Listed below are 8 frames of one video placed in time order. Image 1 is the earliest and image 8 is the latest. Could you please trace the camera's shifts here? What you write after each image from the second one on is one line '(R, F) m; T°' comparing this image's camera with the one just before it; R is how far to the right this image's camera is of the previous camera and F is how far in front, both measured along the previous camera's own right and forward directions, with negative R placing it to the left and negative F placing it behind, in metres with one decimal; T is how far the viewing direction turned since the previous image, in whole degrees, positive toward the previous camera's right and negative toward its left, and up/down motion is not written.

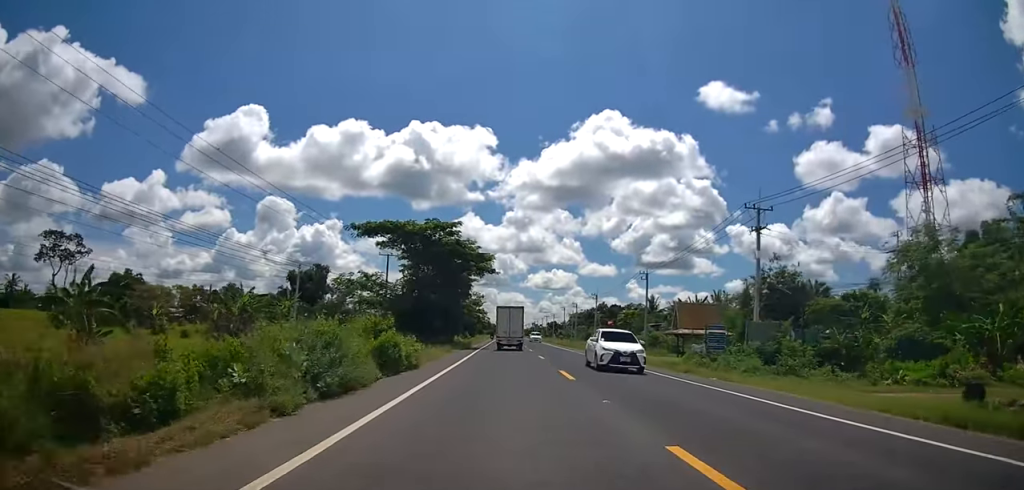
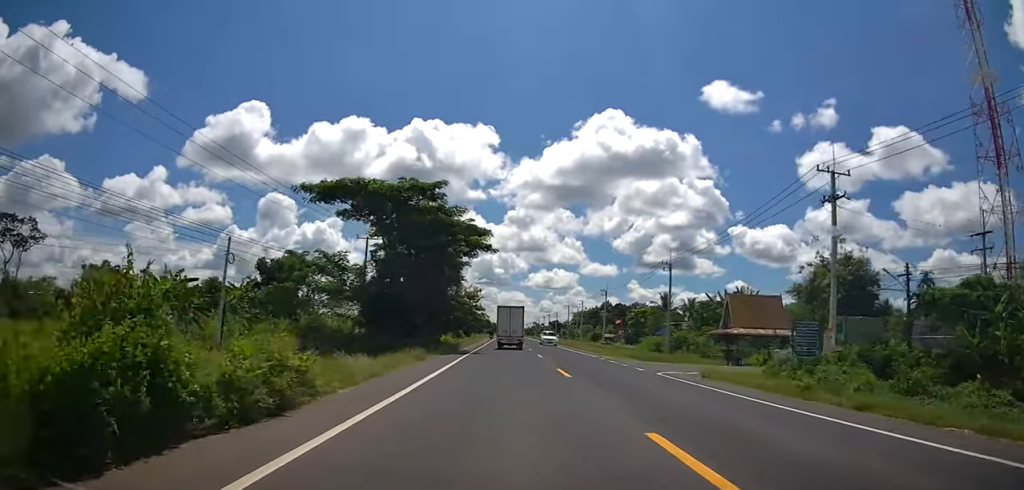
(-0.4, +11.5) m; 0°
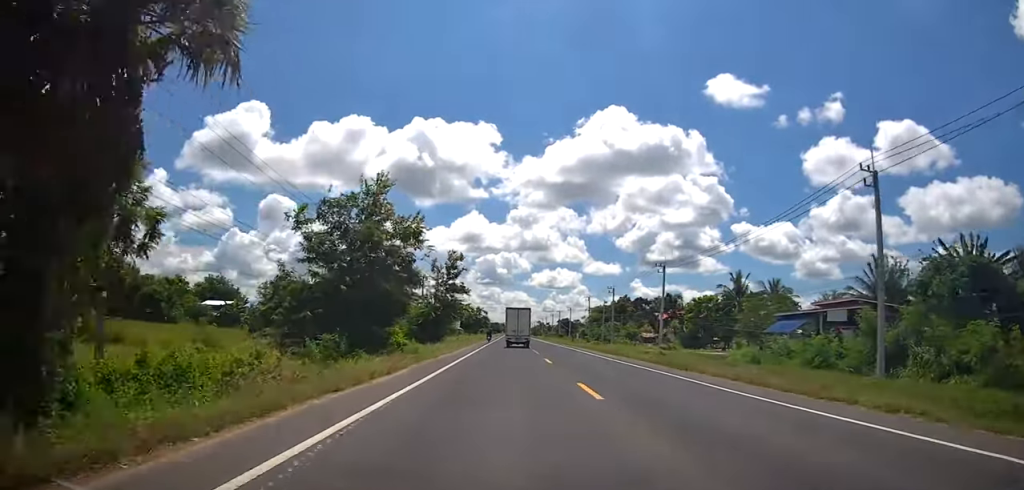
(+1.4, +41.5) m; 0°
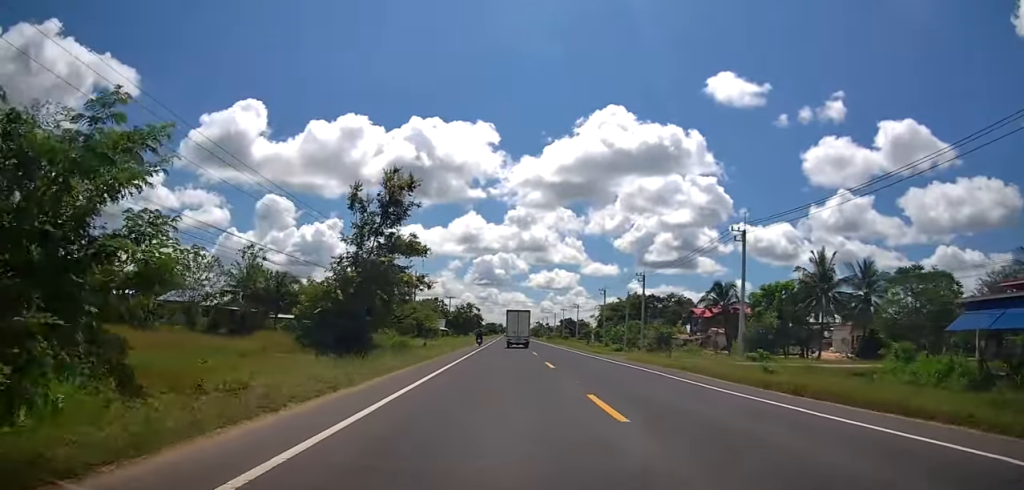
(-0.5, +26.4) m; +1°
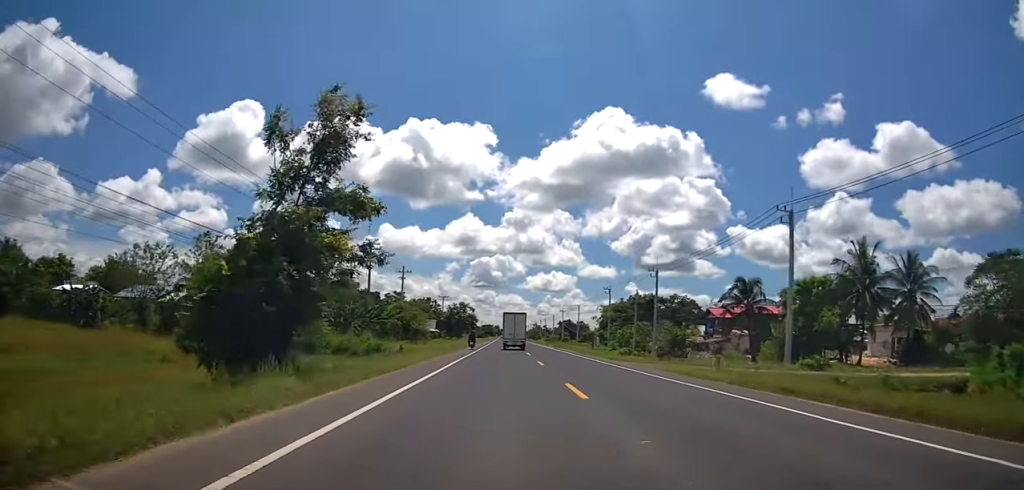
(+0.2, +9.2) m; +1°
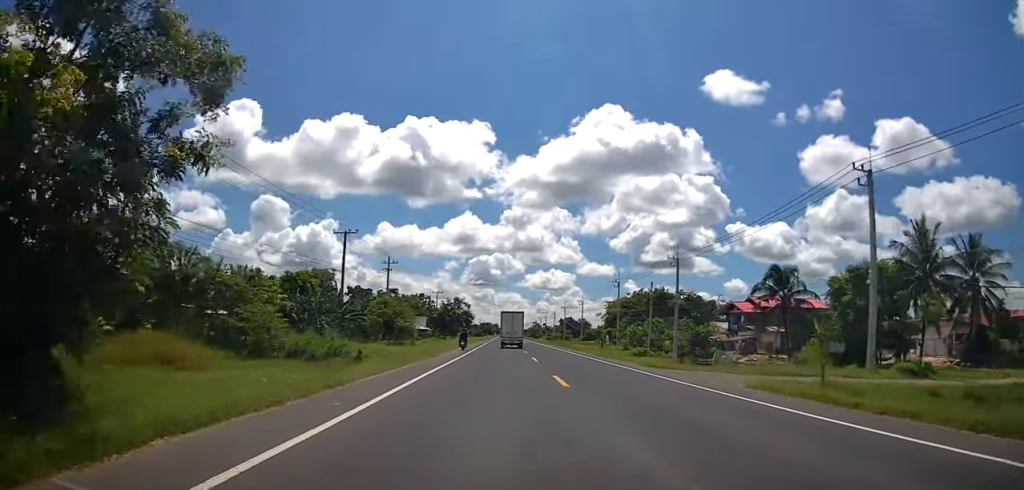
(+0.1, +9.9) m; 0°
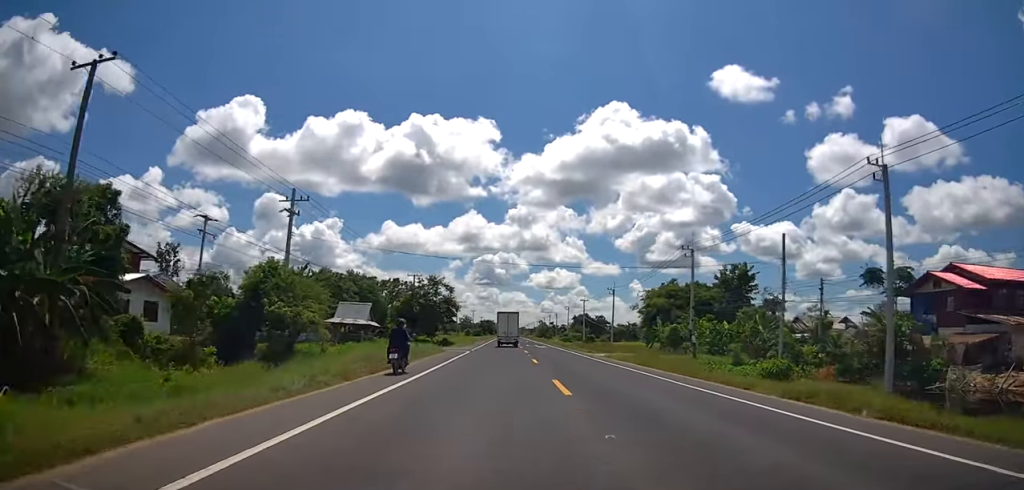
(-0.2, +37.3) m; 0°
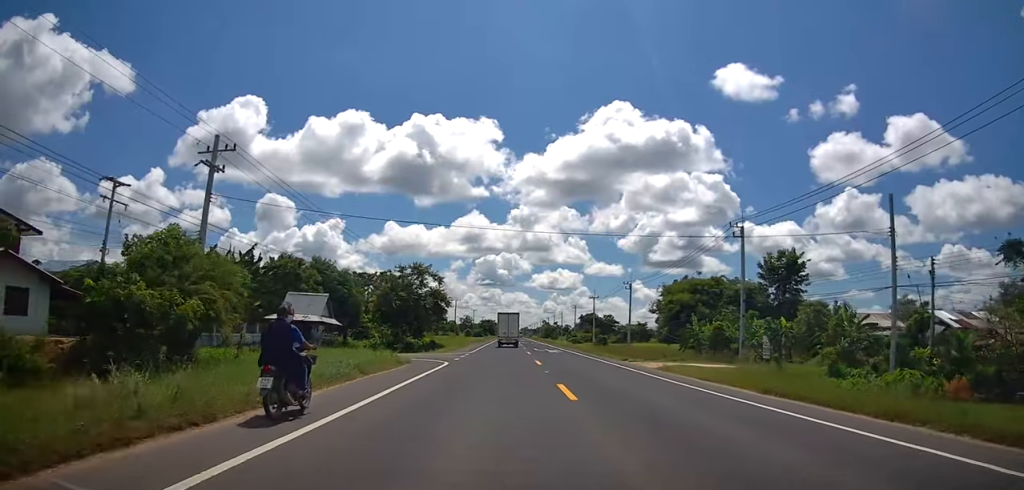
(0.0, +12.8) m; 0°
